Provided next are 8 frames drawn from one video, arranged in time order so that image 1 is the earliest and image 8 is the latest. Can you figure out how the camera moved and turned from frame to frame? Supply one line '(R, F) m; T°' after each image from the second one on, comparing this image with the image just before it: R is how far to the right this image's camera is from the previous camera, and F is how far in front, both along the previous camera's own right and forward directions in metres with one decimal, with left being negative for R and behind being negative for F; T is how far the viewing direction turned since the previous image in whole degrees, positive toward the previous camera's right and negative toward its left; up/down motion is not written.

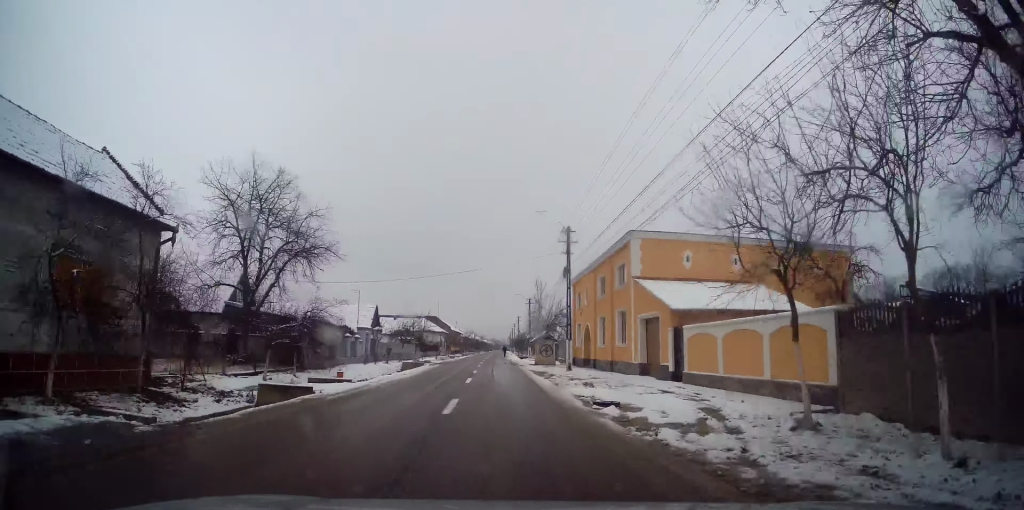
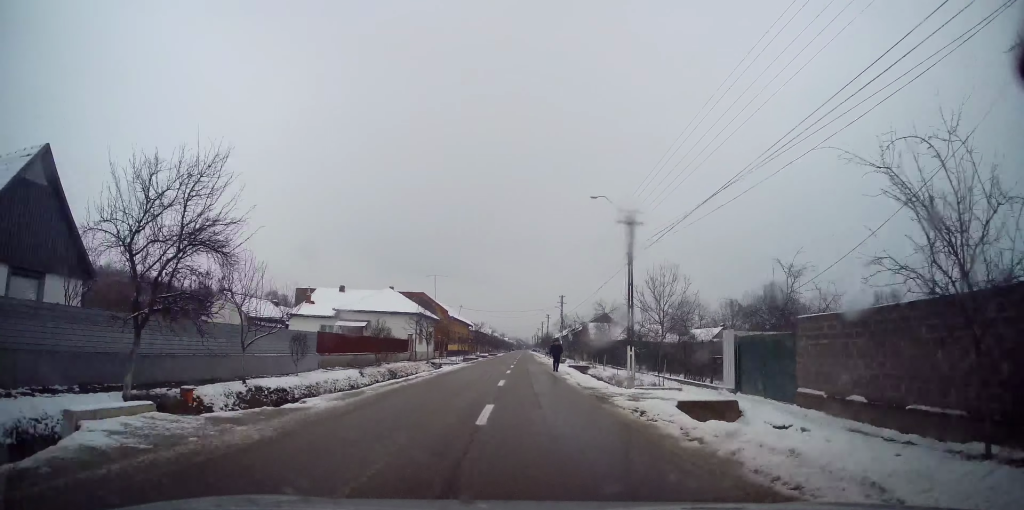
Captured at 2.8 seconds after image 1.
(-1.1, +44.0) m; -2°
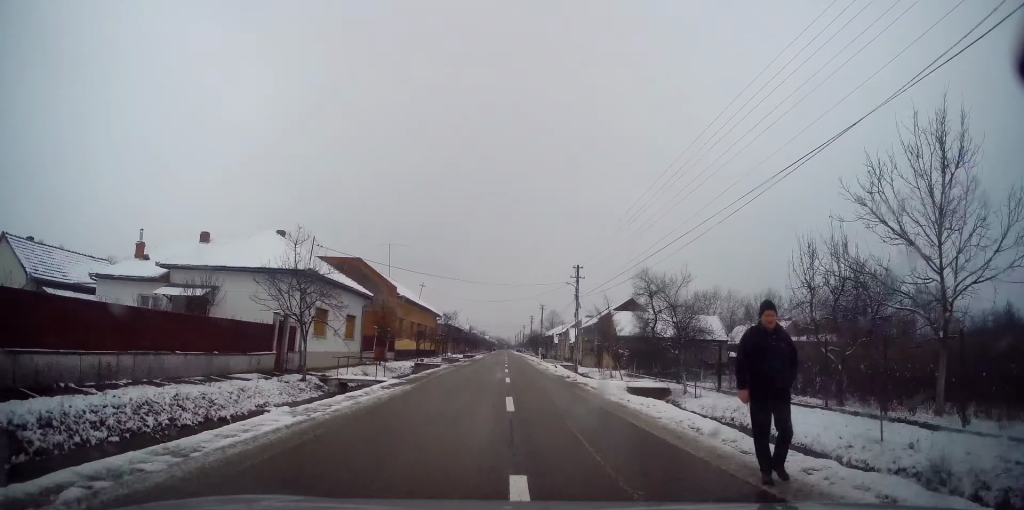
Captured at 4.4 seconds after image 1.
(+0.5, +24.7) m; +2°
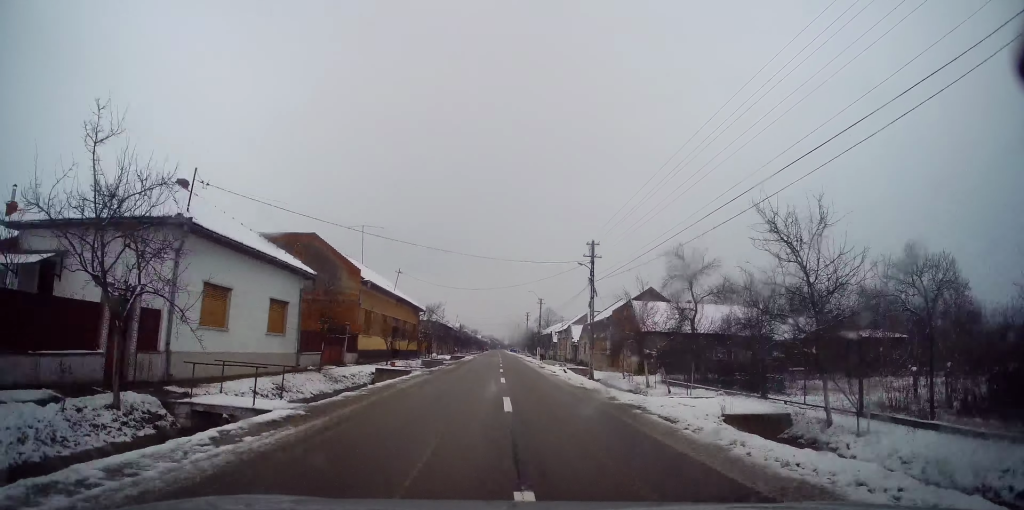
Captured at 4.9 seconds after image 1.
(0.0, +9.2) m; 0°
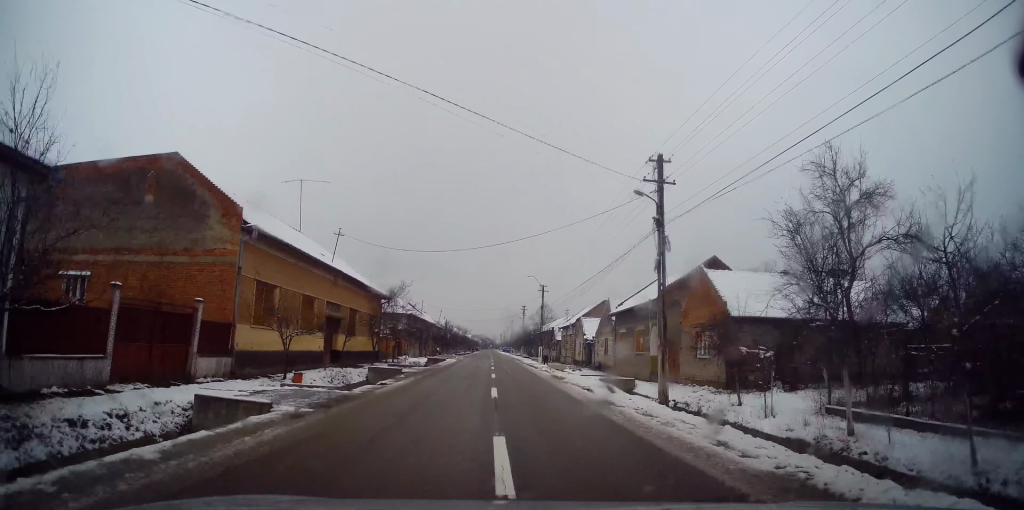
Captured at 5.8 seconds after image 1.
(-0.2, +14.7) m; 0°
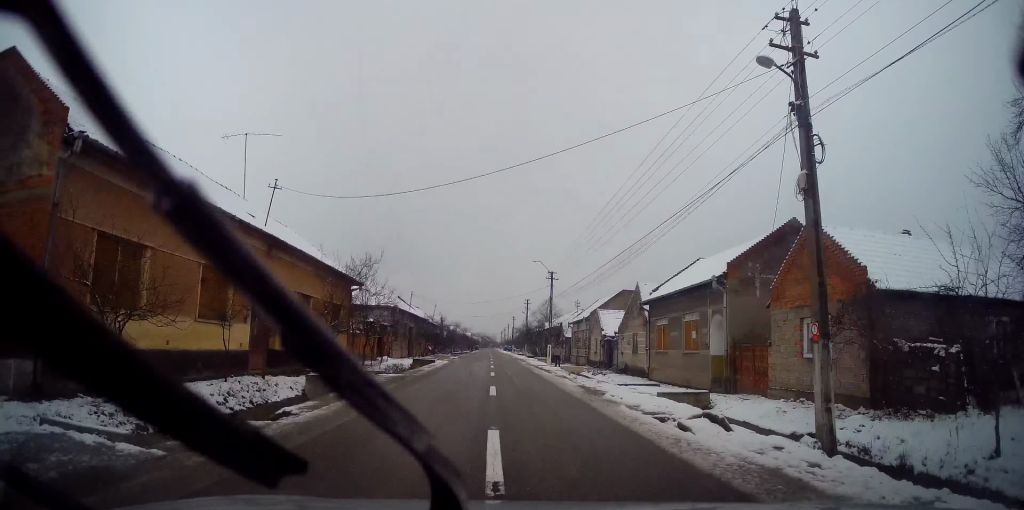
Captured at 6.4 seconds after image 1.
(-0.1, +8.7) m; +1°
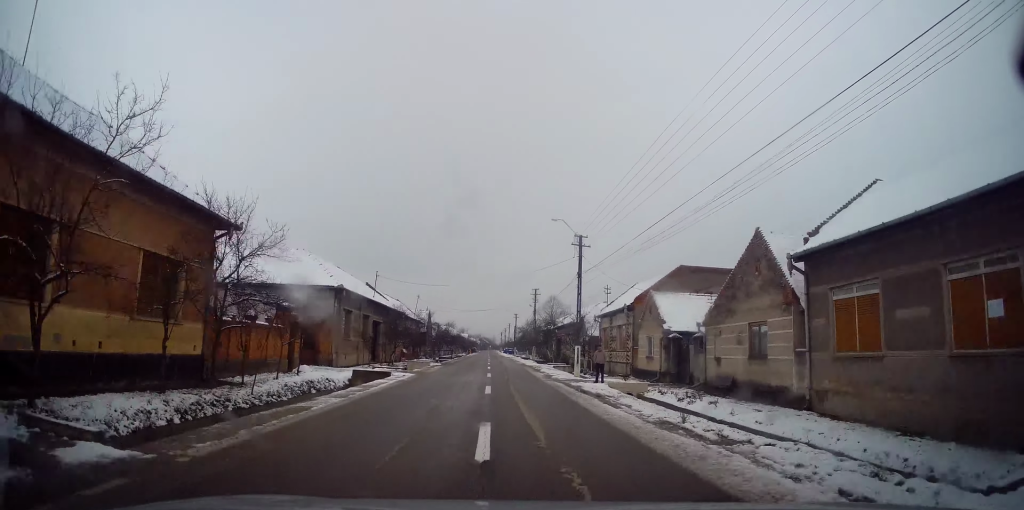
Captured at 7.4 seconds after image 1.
(+0.3, +16.3) m; +1°
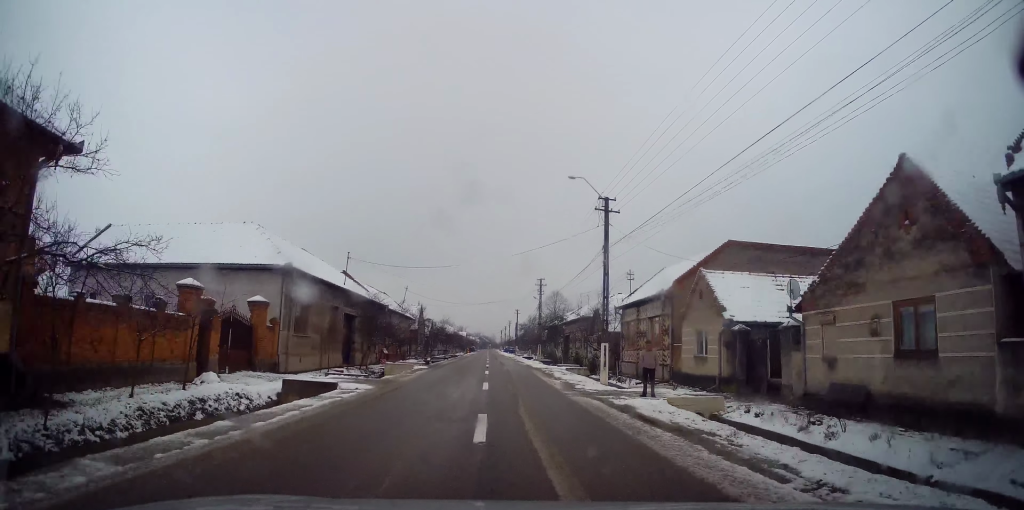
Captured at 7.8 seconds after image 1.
(0.0, +7.7) m; +1°
